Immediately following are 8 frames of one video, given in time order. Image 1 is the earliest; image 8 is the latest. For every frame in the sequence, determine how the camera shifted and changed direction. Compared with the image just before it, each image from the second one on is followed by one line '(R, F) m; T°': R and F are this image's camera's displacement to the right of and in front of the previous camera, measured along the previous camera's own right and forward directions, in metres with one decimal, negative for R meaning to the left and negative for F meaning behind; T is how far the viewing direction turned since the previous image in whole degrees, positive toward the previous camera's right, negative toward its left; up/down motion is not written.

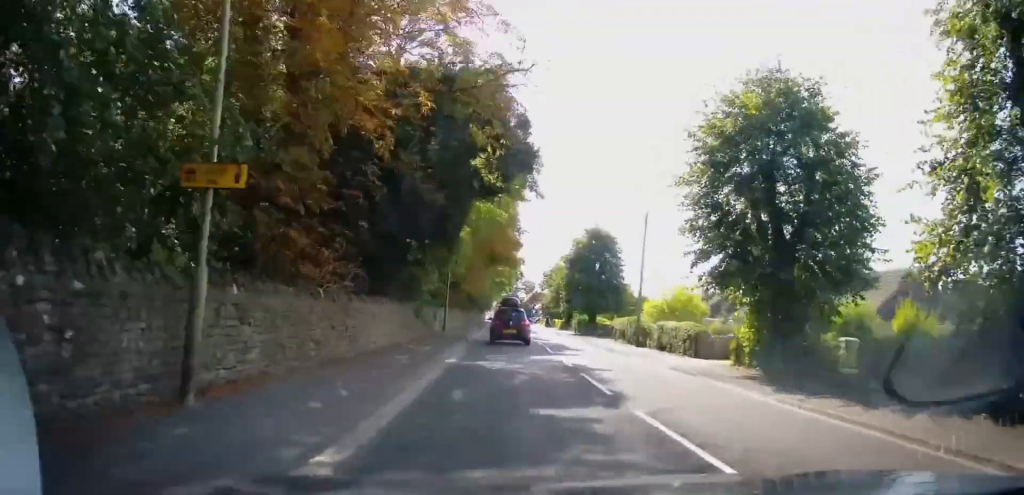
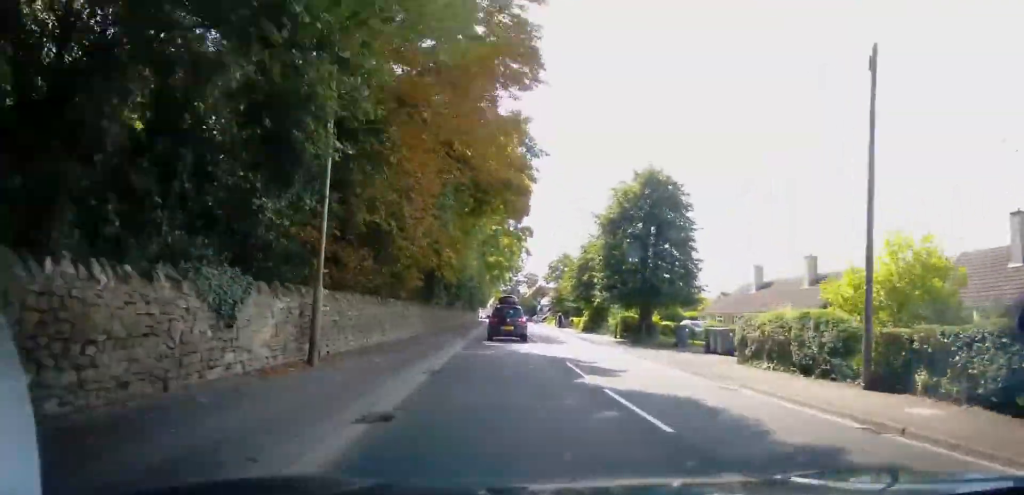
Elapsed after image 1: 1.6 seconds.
(-0.7, +21.3) m; 0°
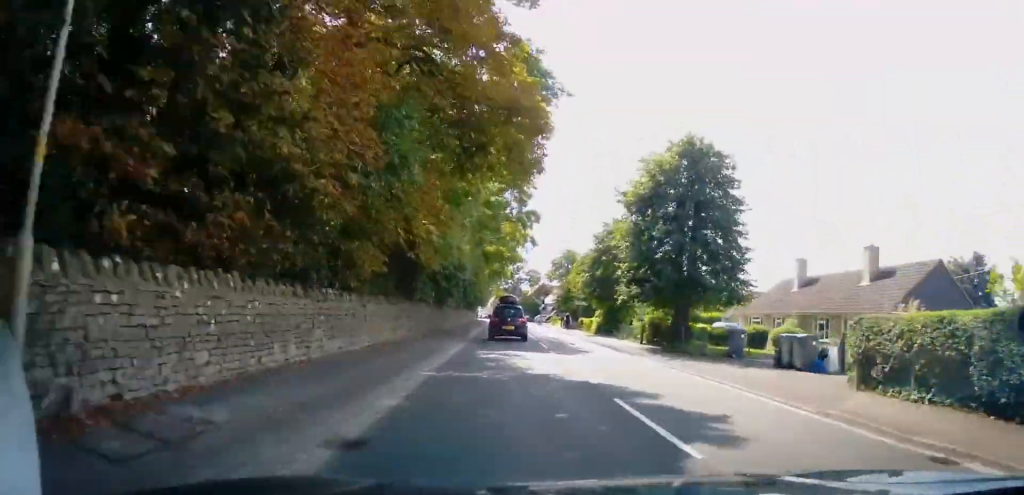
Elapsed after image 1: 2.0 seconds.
(0.0, +6.5) m; +1°
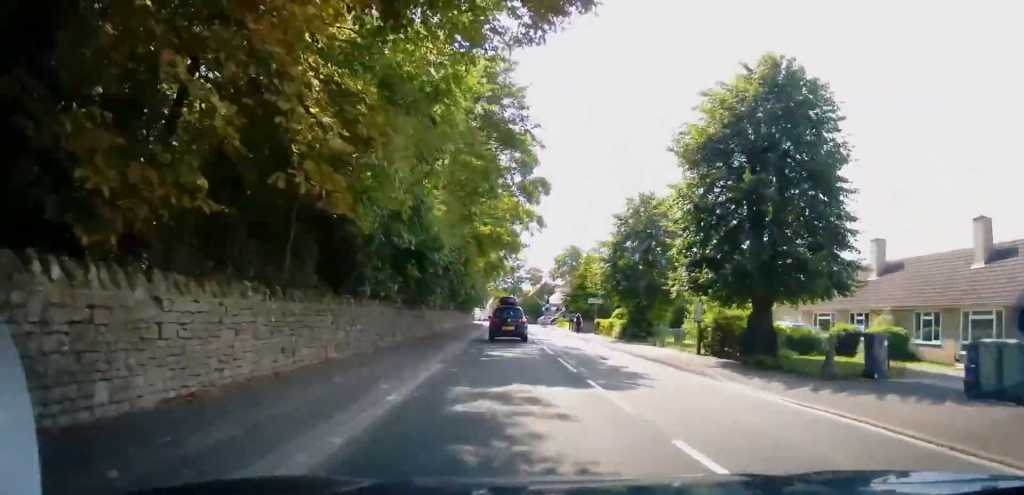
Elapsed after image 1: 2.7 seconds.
(+0.6, +9.1) m; 0°
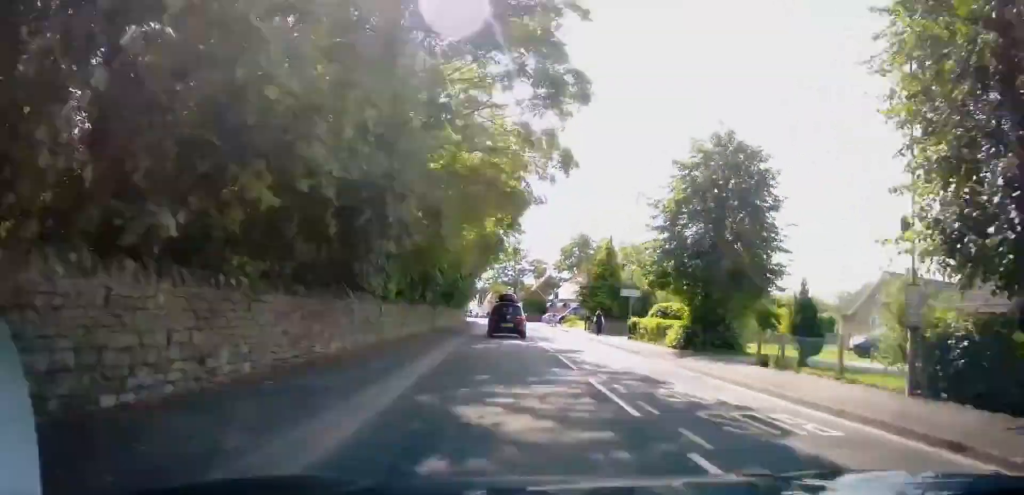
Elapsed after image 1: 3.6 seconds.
(-0.6, +12.4) m; -3°
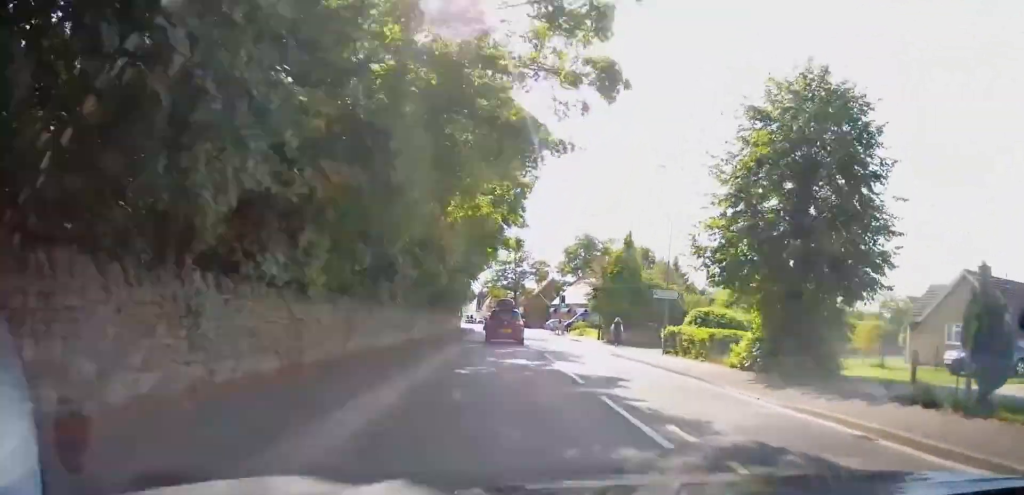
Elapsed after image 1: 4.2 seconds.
(-0.1, +7.1) m; 0°
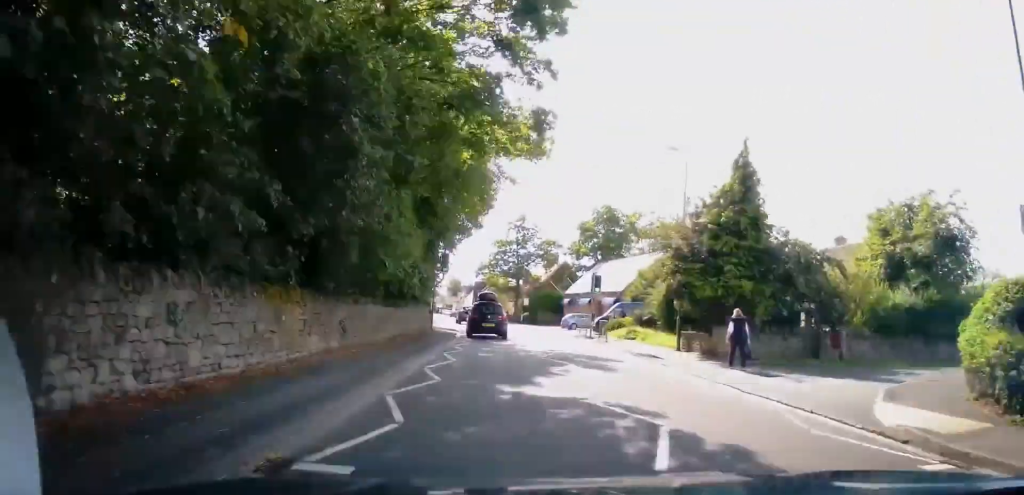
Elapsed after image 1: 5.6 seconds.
(+0.6, +19.9) m; +1°
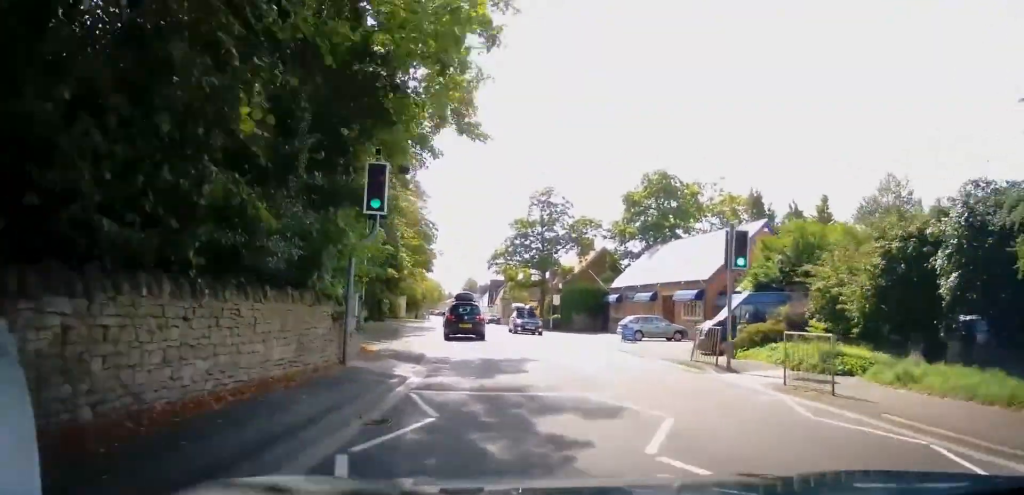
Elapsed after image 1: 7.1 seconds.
(-0.6, +18.8) m; -3°
